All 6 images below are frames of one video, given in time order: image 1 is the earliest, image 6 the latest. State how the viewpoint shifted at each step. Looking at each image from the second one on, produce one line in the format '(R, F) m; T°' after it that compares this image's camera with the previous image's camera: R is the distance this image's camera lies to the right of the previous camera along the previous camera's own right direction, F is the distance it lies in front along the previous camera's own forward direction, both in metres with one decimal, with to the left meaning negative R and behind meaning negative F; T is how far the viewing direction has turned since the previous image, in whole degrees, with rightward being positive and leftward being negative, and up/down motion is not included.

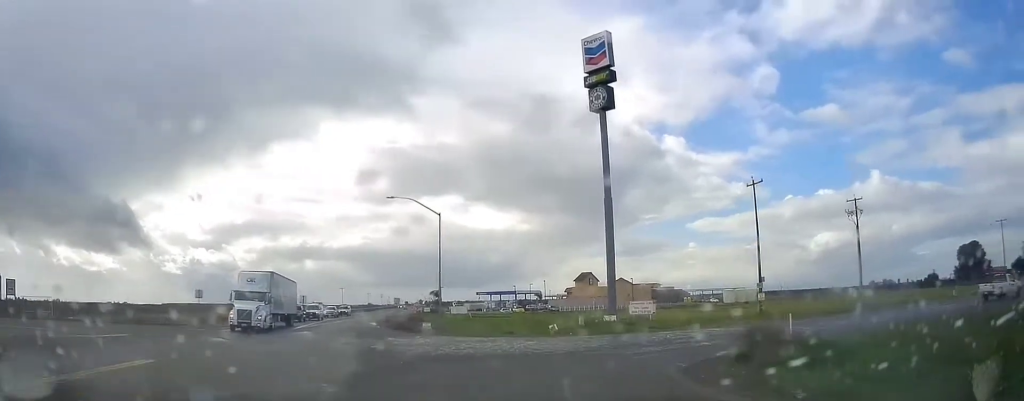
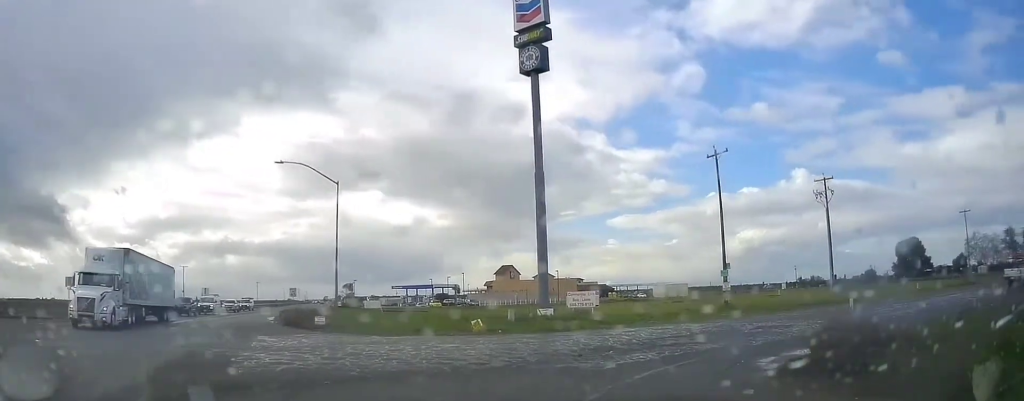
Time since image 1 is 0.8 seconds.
(+0.4, +9.5) m; +6°
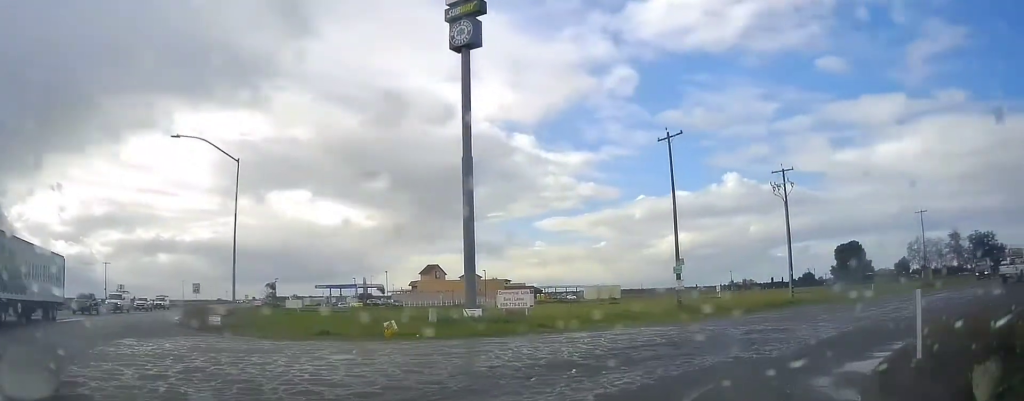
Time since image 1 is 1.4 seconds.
(+0.1, +6.4) m; +6°
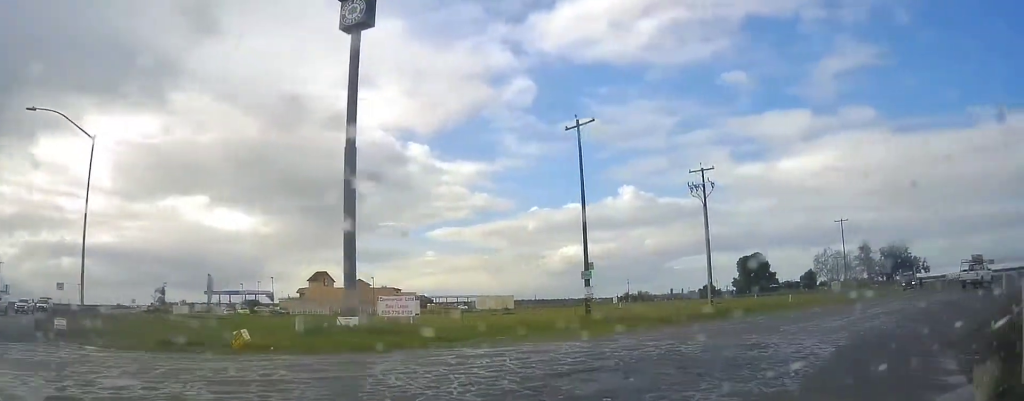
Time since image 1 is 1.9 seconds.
(+0.6, +5.7) m; +7°
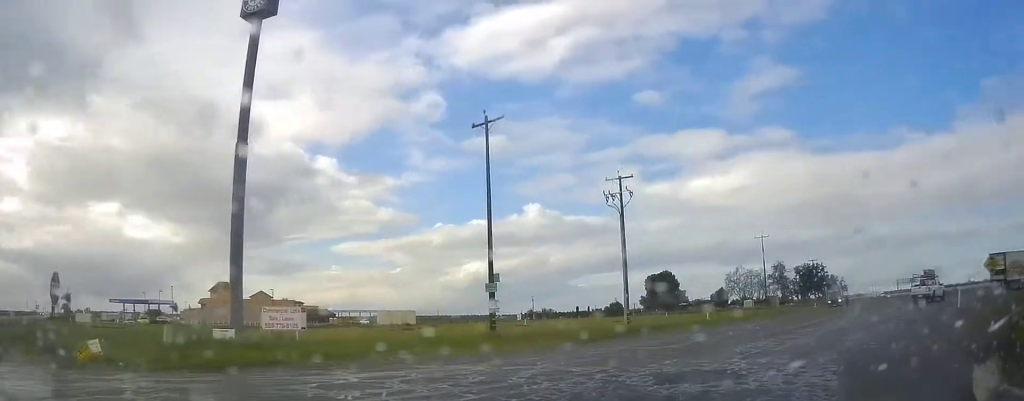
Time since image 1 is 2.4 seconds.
(+0.1, +4.2) m; +6°
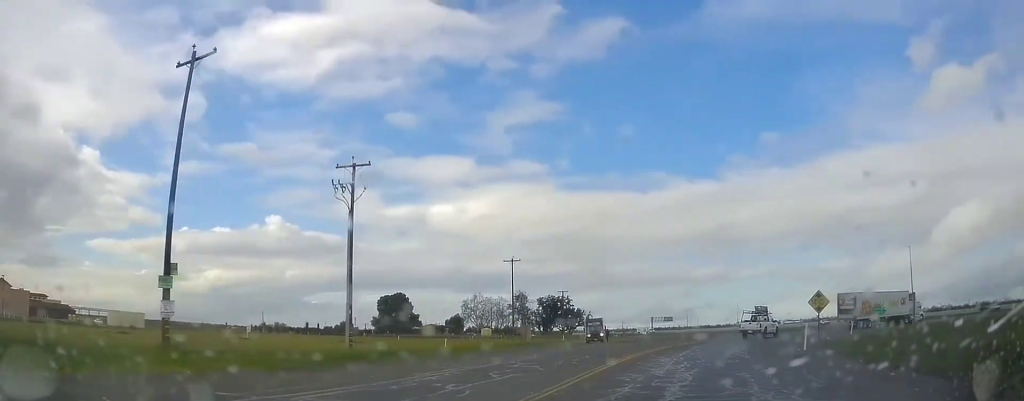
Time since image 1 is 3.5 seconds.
(+1.5, +9.3) m; +23°
